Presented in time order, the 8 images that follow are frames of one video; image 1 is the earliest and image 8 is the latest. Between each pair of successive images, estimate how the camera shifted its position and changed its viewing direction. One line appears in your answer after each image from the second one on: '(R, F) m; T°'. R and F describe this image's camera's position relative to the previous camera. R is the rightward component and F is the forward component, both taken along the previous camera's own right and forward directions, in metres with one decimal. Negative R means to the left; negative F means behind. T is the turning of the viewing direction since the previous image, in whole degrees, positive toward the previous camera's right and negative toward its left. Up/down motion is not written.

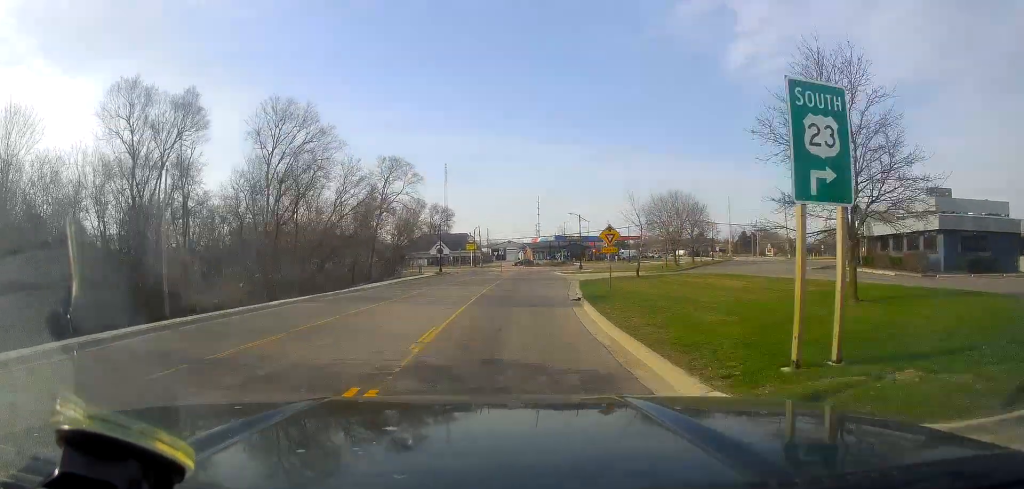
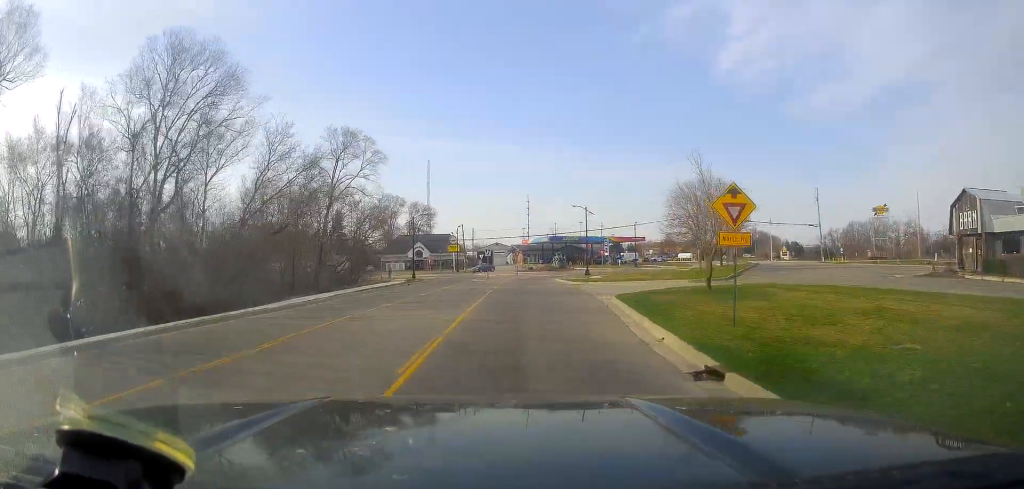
(-0.2, +16.1) m; +1°
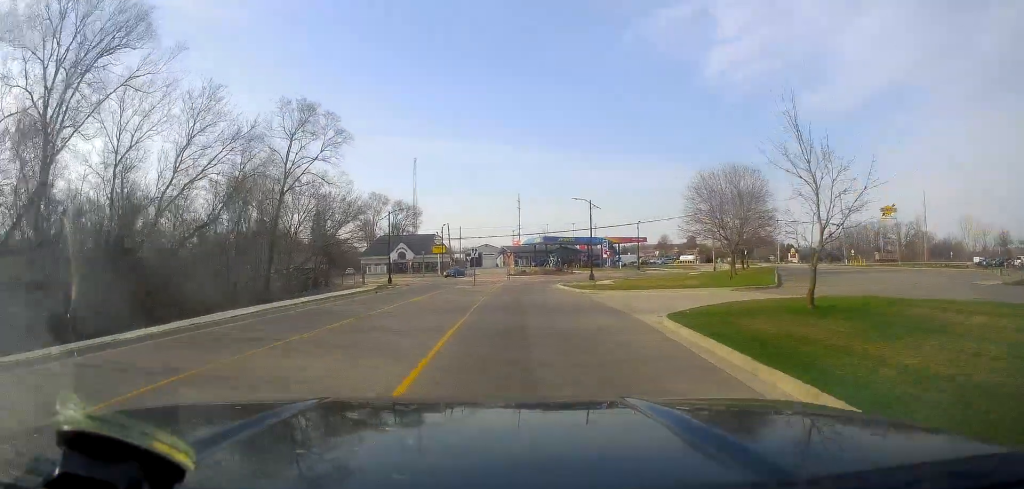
(+0.1, +9.6) m; +2°
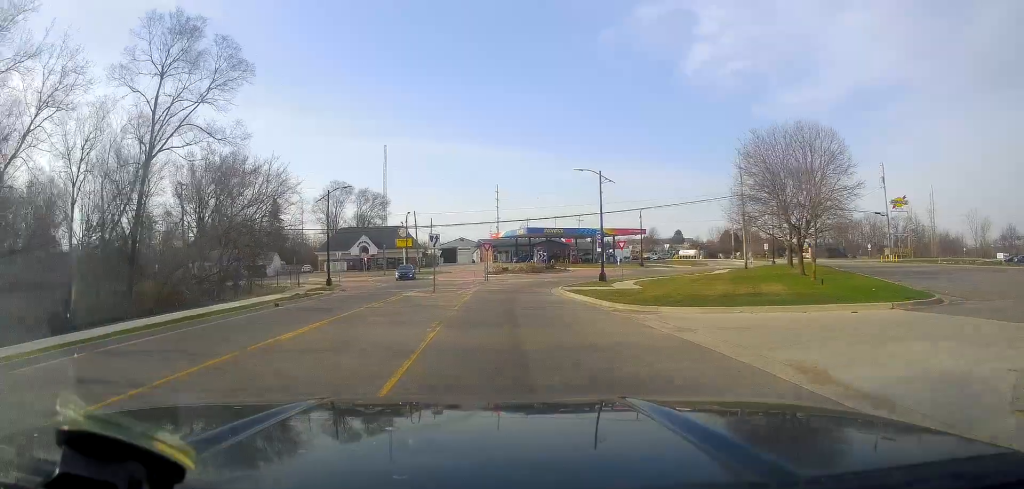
(+0.4, +15.6) m; 0°
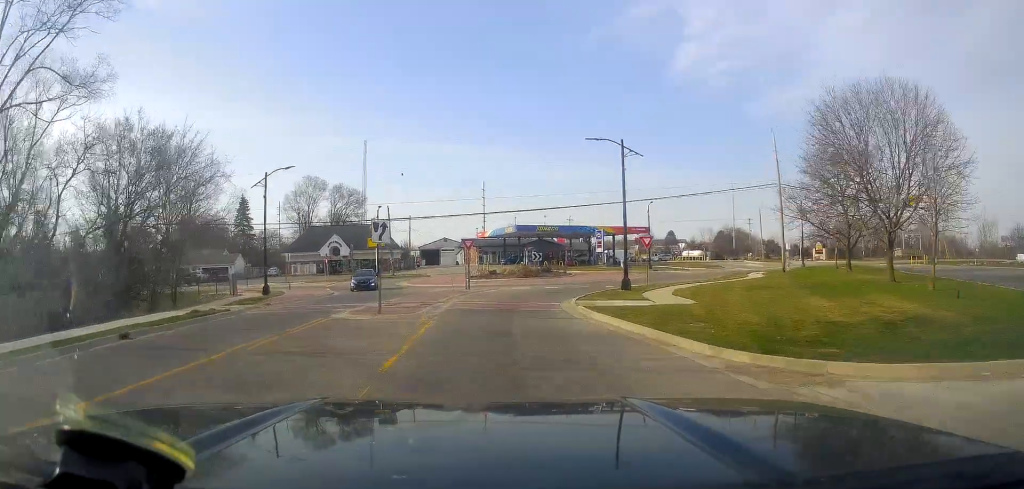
(-0.3, +10.9) m; +2°
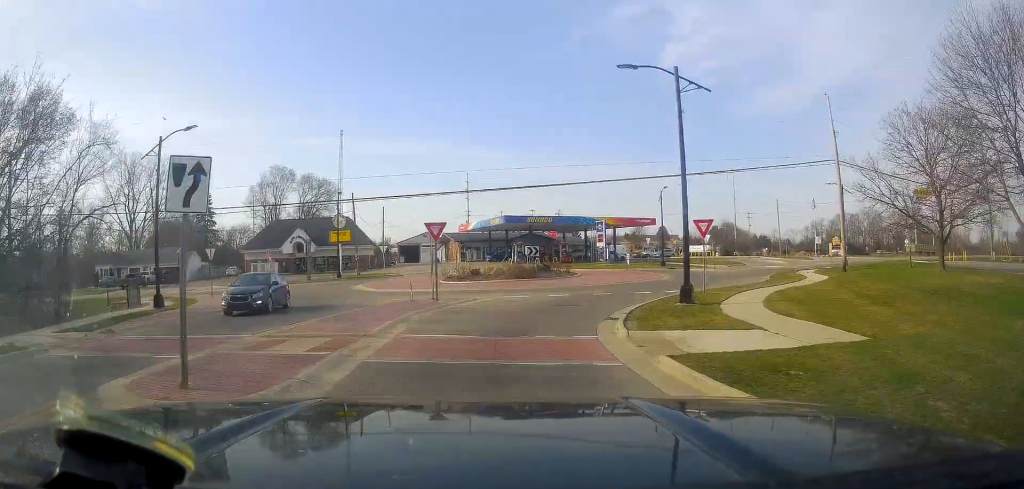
(+0.6, +11.2) m; +5°
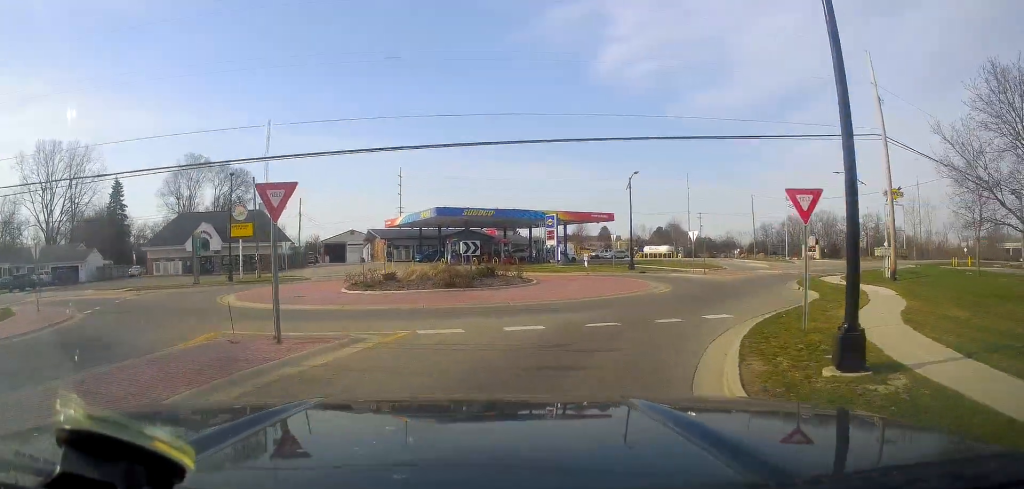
(+0.7, +12.3) m; +8°
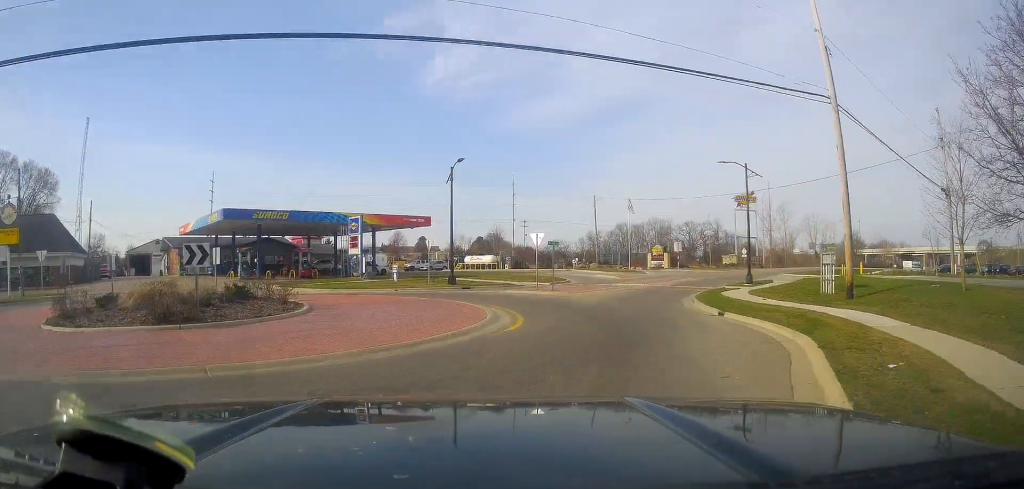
(+1.1, +10.8) m; +11°
